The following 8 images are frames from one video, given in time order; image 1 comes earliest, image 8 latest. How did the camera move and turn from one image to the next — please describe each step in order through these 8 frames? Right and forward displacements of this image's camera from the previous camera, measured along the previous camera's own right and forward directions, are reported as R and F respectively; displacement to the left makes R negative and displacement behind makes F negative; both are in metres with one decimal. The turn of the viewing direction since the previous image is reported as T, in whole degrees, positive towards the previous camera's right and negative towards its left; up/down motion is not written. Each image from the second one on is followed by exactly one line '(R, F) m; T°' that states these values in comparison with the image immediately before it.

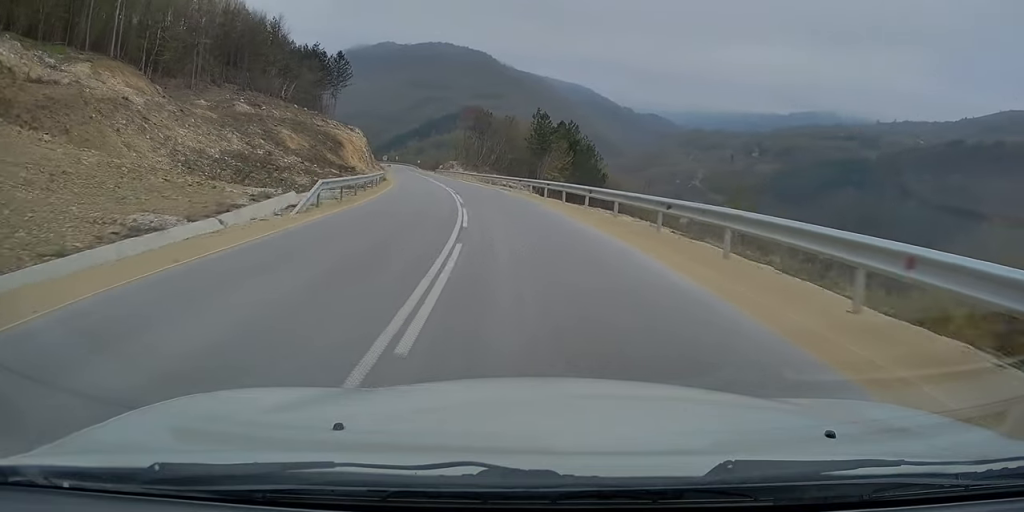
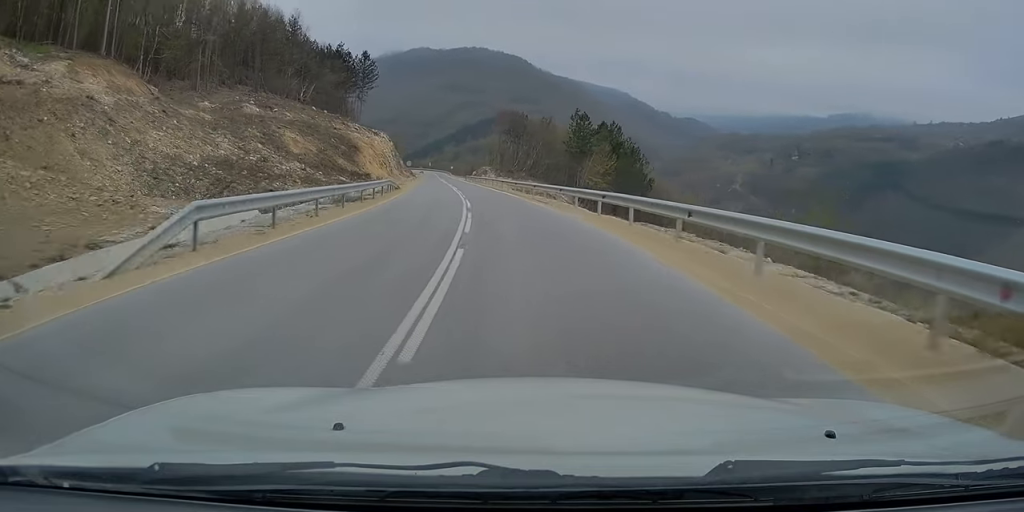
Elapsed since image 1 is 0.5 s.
(-0.3, +9.1) m; -3°
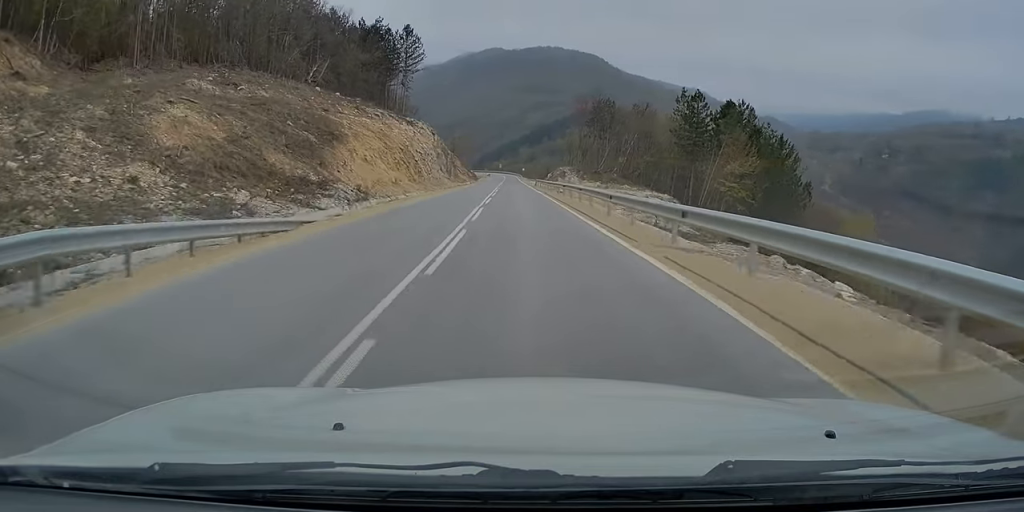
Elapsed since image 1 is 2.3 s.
(-2.7, +32.1) m; -7°
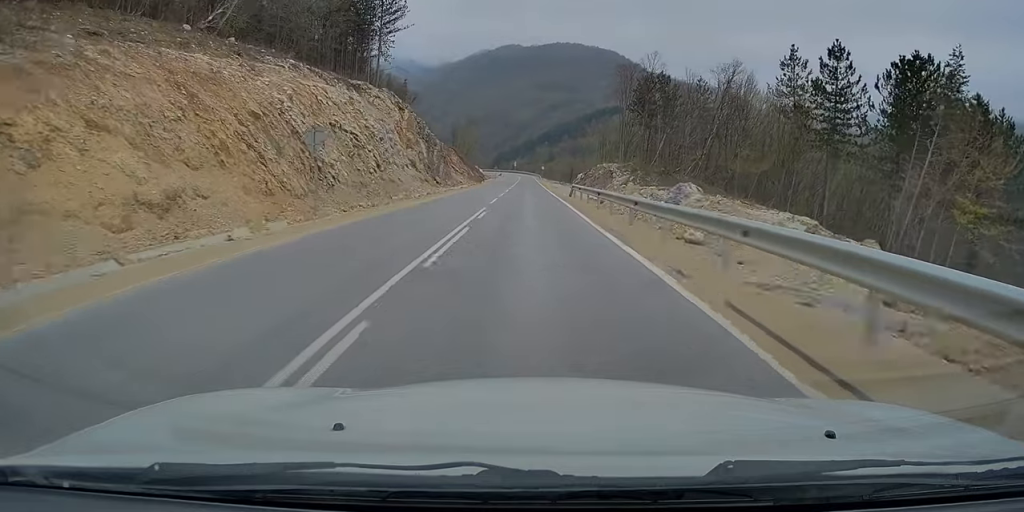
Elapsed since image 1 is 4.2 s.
(-0.3, +35.0) m; 0°
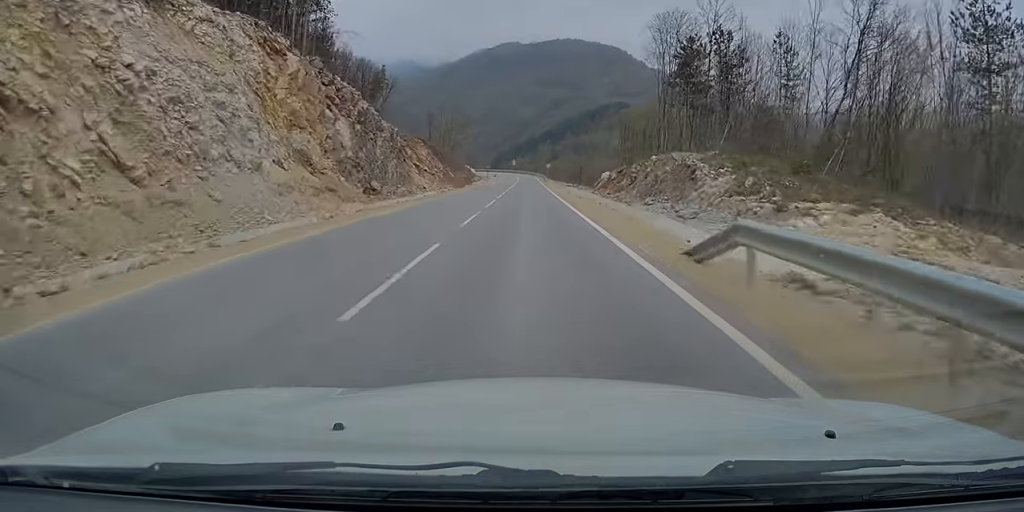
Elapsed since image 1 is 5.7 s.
(+0.5, +29.4) m; +1°
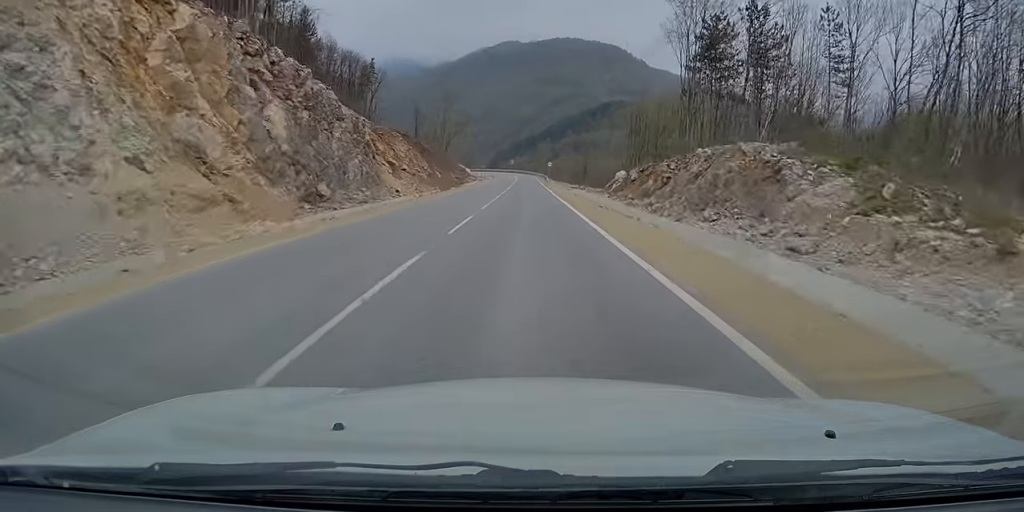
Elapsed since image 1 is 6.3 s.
(-0.1, +10.7) m; 0°
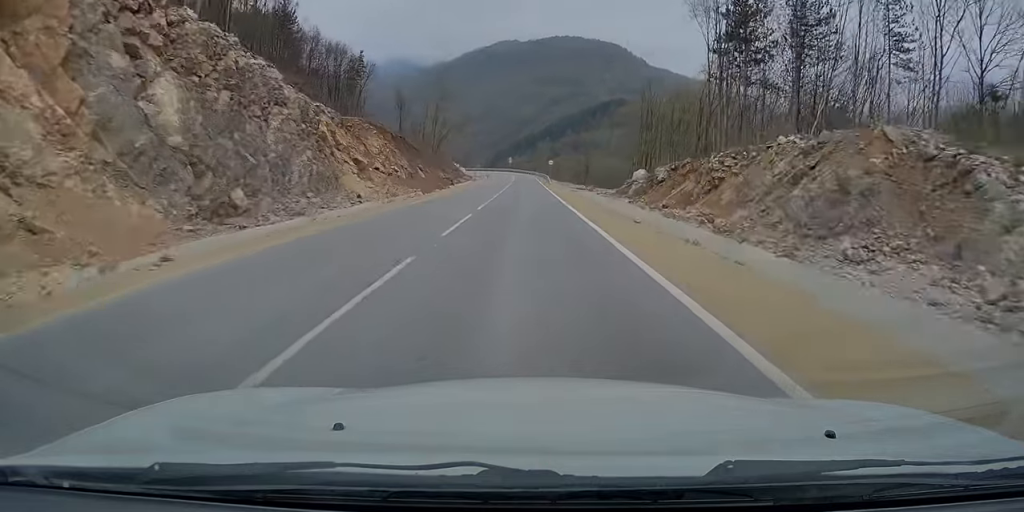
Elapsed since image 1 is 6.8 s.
(-0.1, +9.5) m; 0°
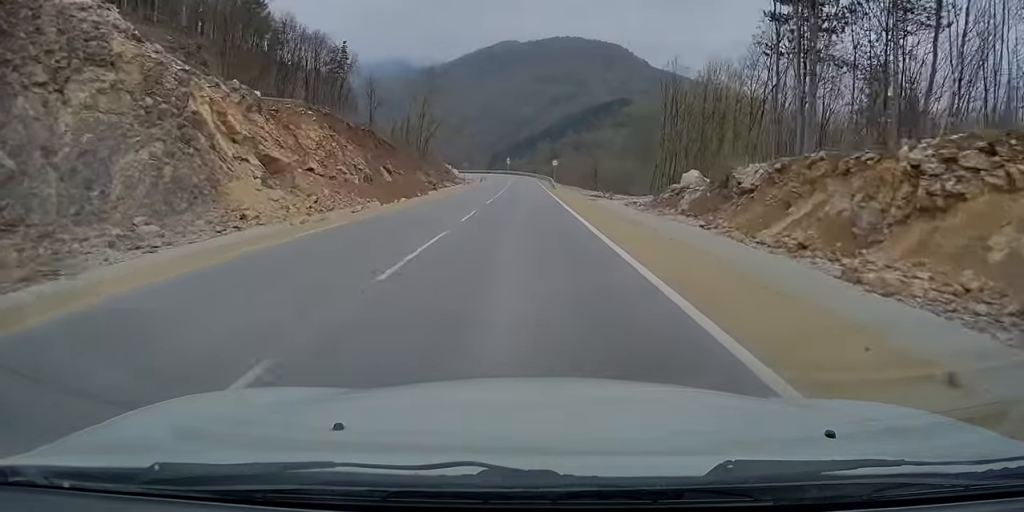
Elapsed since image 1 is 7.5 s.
(+0.1, +14.0) m; 0°
